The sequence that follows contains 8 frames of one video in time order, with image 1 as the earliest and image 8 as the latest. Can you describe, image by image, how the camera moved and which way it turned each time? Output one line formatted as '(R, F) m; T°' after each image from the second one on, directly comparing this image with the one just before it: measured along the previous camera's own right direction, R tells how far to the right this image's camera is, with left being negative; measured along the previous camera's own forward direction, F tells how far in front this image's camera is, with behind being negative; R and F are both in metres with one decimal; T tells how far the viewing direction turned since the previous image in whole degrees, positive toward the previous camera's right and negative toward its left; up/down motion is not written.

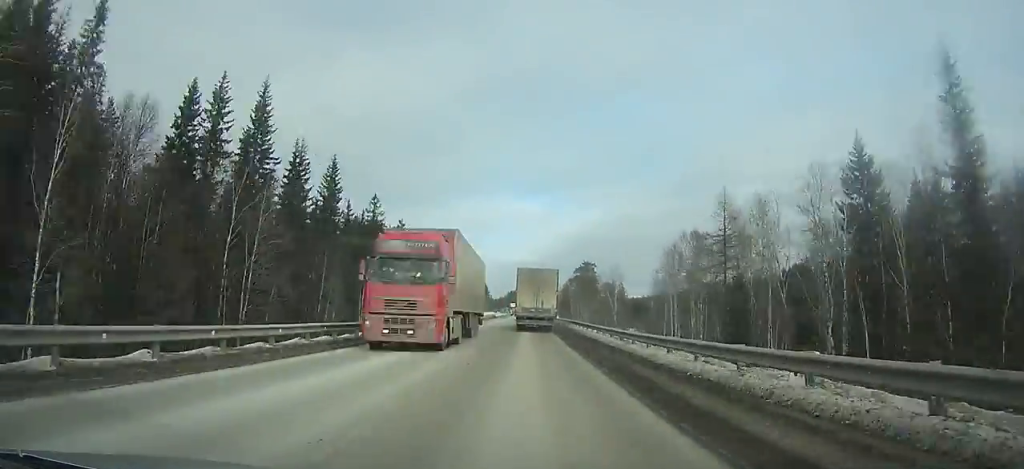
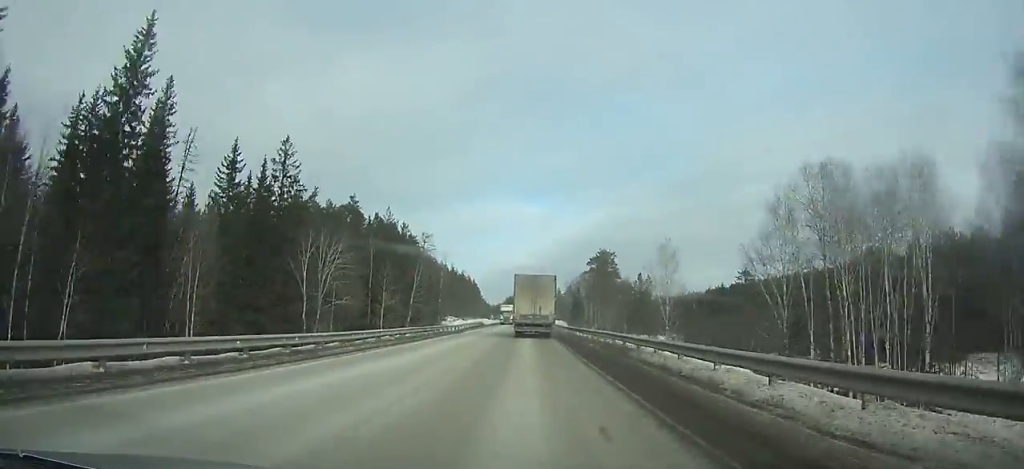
(+0.1, +34.9) m; 0°
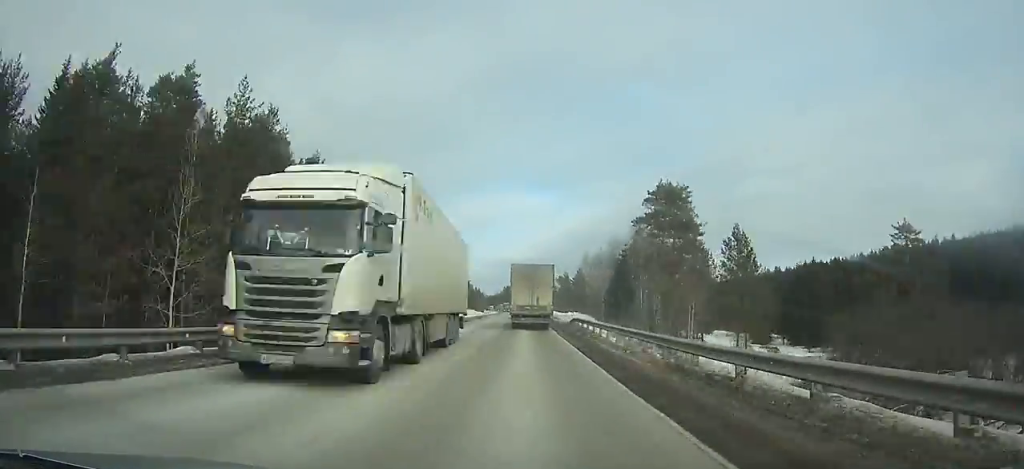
(0.0, +49.7) m; 0°
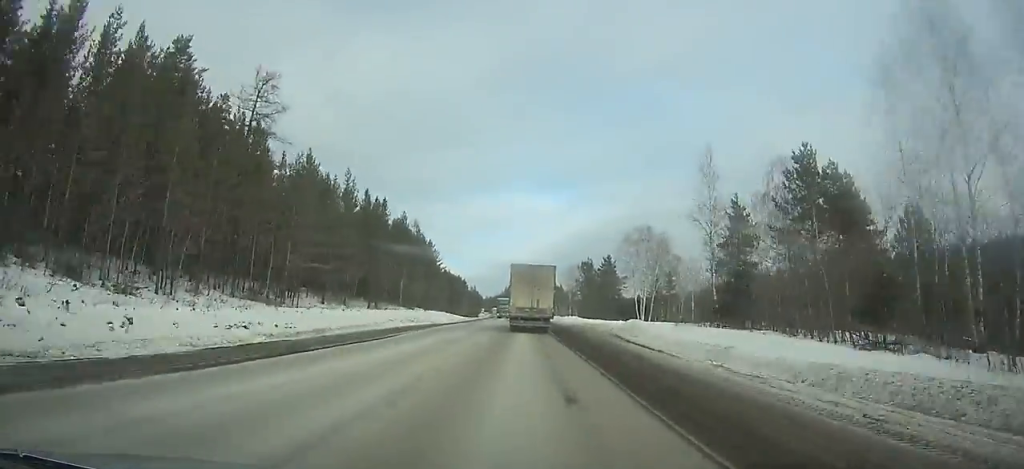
(-0.4, +64.2) m; -1°
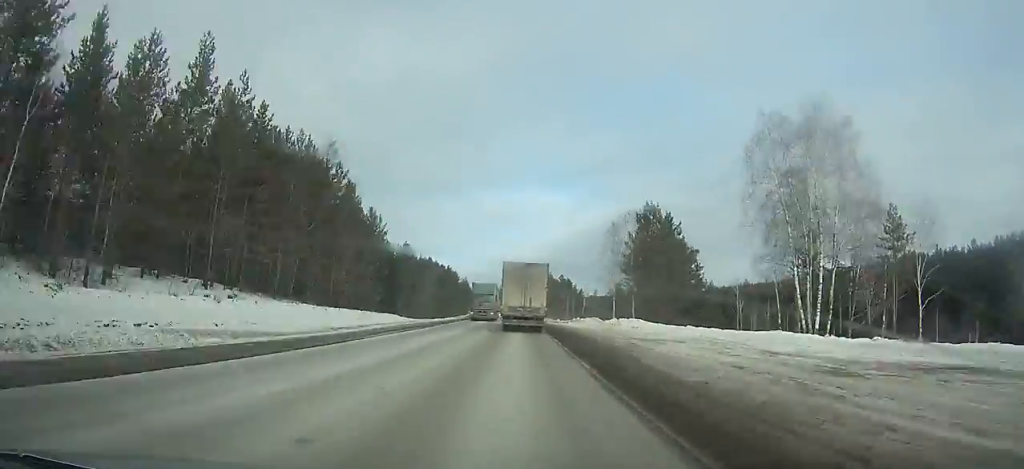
(-0.2, +61.2) m; 0°
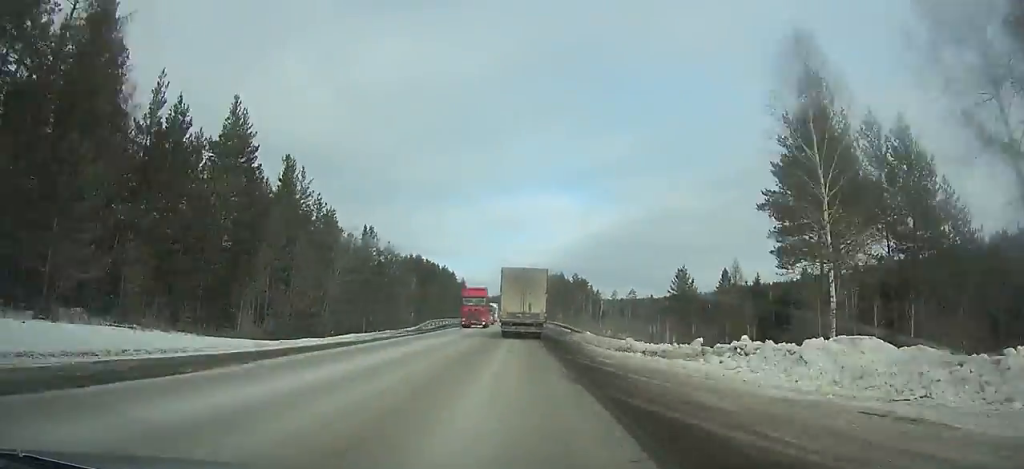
(0.0, +47.8) m; 0°
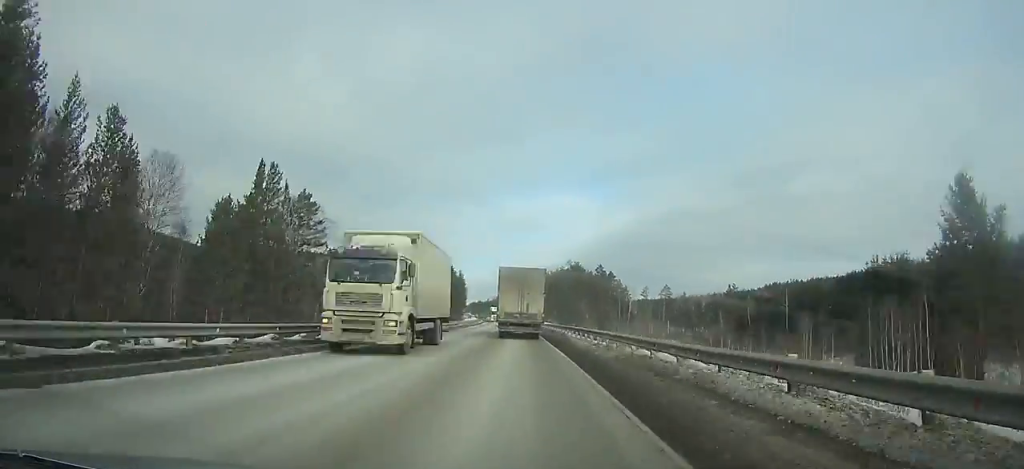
(-0.2, +51.4) m; -1°
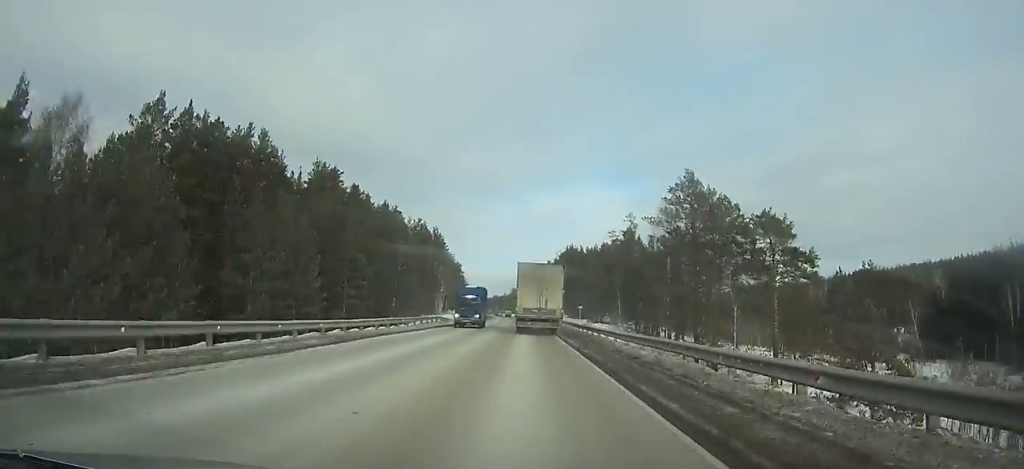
(-1.7, +93.5) m; -2°
